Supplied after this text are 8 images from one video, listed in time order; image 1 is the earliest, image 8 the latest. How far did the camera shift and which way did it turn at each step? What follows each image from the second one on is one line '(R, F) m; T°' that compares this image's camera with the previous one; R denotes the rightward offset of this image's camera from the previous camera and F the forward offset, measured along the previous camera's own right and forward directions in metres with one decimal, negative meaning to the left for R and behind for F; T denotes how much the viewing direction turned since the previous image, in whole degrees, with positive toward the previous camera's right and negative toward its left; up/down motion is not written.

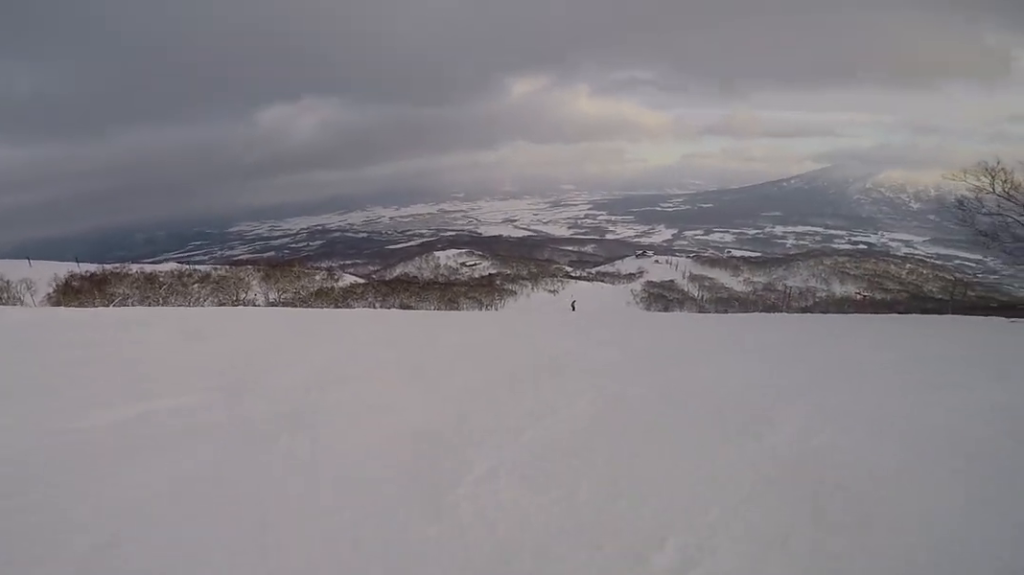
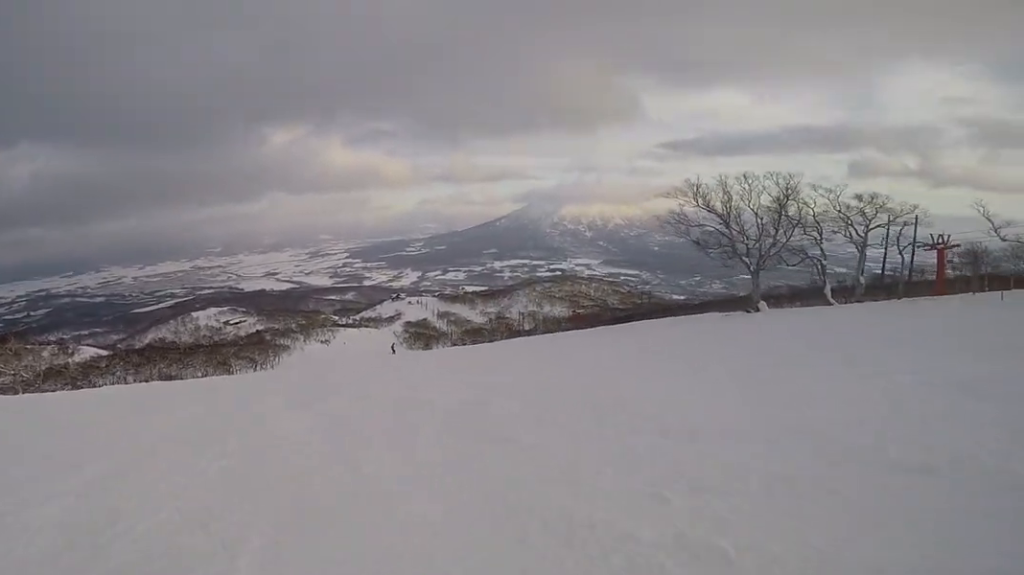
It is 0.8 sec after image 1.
(+1.4, +3.7) m; +28°
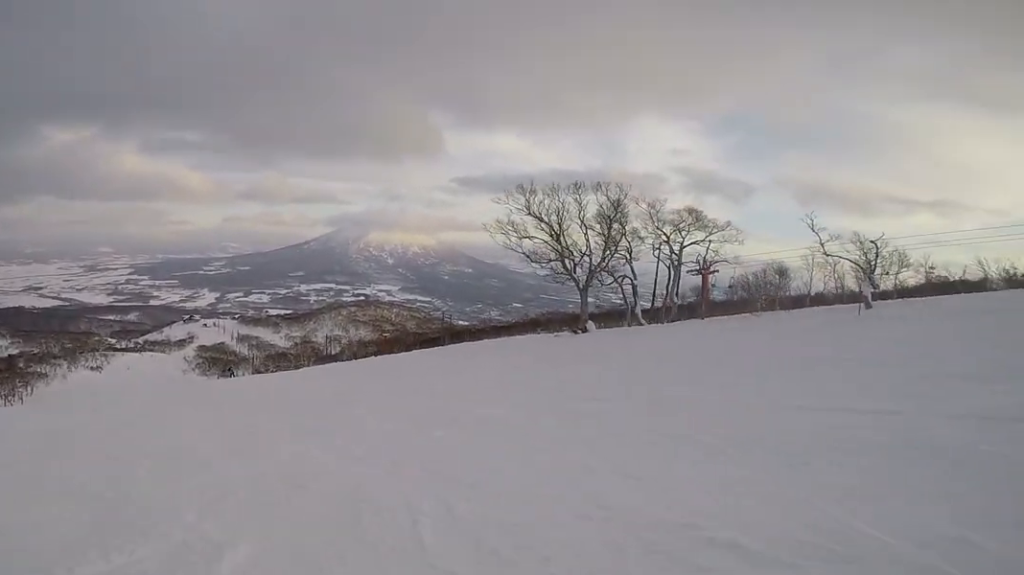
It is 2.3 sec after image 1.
(+1.9, +6.9) m; +26°
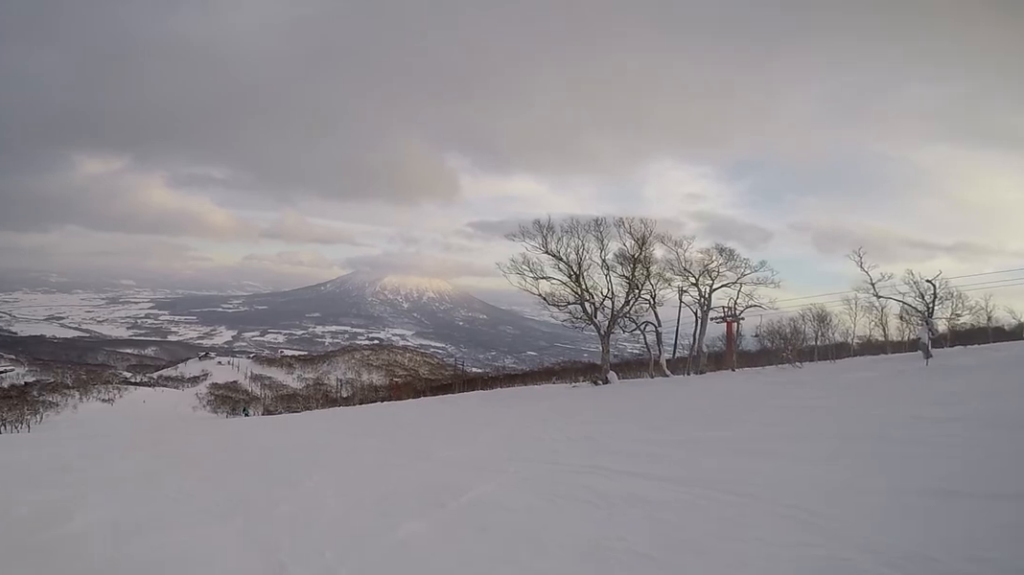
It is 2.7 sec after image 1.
(+0.2, +2.4) m; 0°
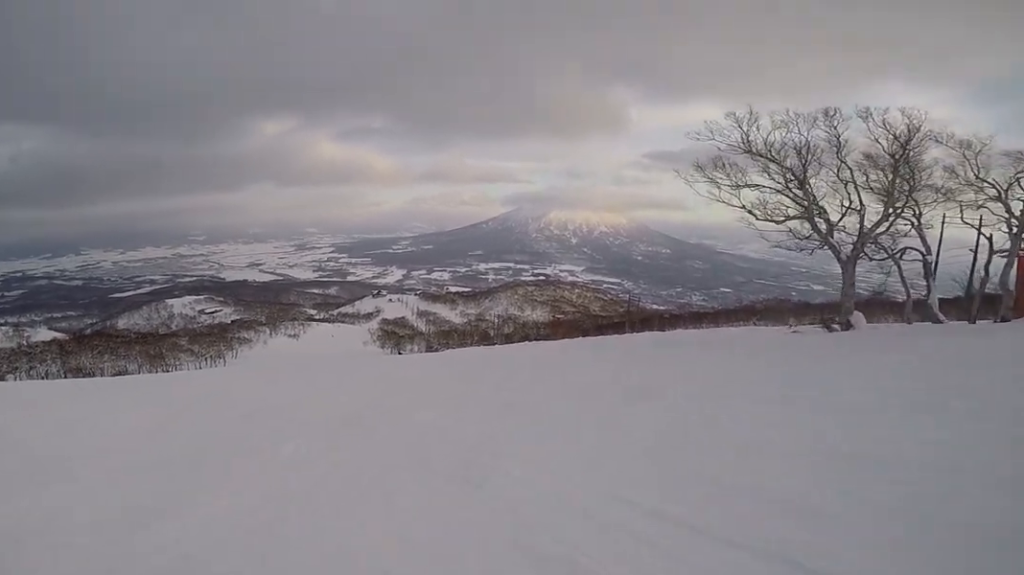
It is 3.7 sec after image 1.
(-0.4, +4.9) m; -35°
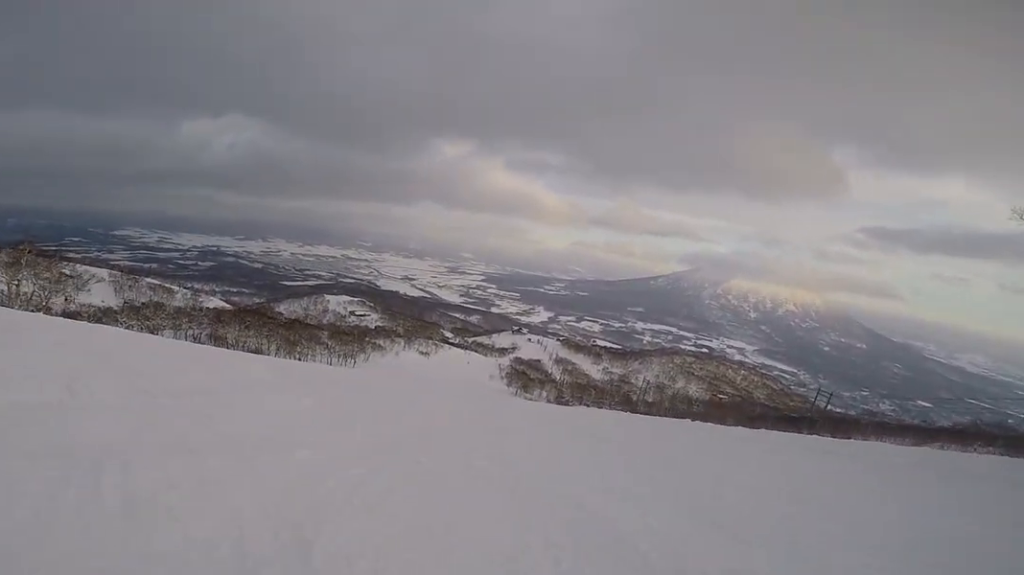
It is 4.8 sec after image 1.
(-2.6, +4.8) m; -33°
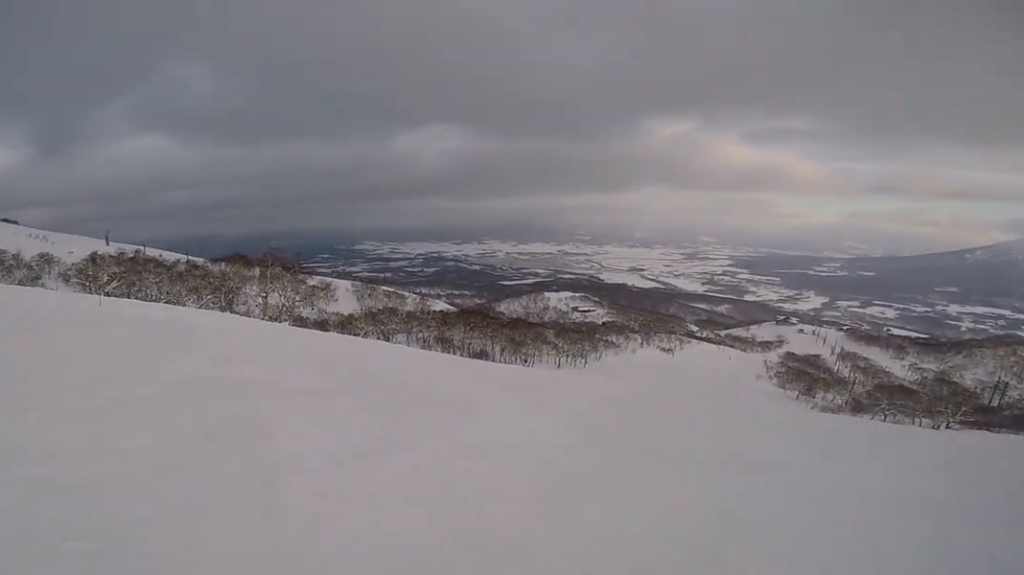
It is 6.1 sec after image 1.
(-1.6, +6.1) m; -29°
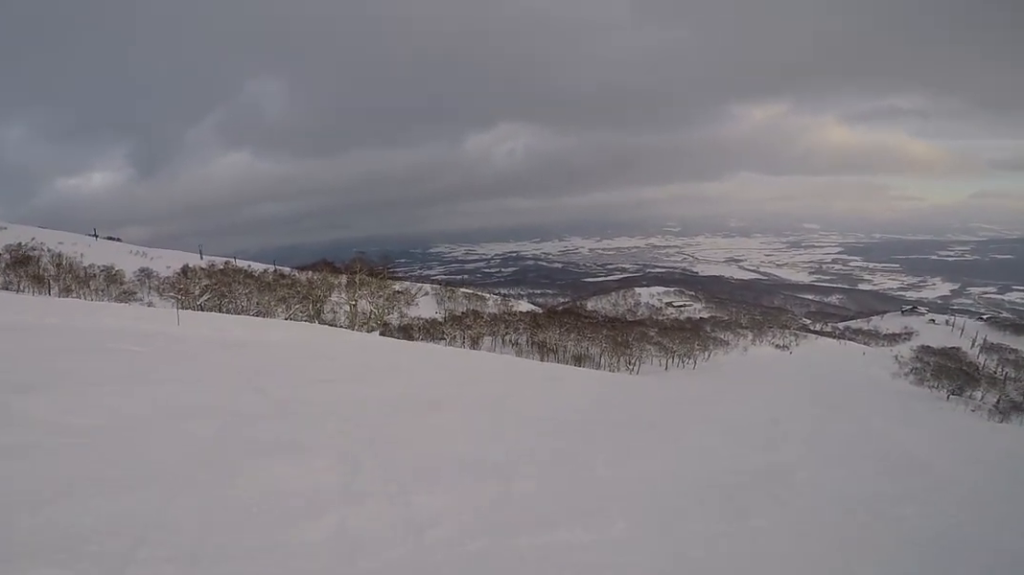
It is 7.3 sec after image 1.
(-0.5, +5.7) m; +8°
